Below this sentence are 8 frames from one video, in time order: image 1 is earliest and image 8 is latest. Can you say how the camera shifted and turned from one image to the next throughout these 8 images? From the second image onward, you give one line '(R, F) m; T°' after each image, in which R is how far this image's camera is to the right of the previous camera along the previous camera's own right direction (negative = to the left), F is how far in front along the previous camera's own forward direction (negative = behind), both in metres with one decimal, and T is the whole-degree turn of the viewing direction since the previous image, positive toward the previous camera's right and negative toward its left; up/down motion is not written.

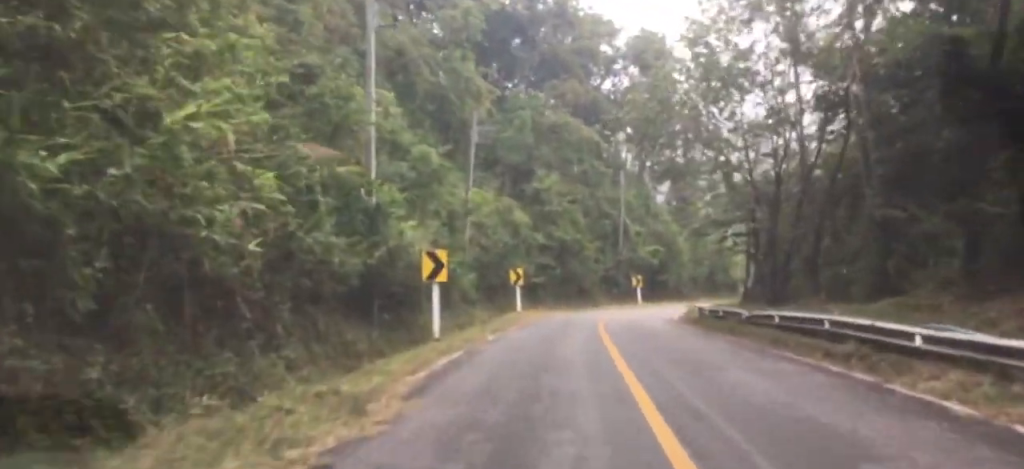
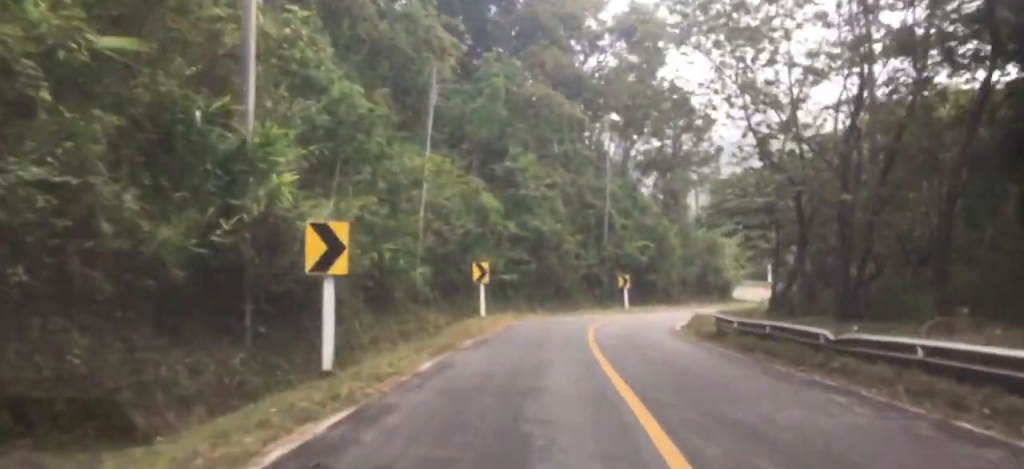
(+0.1, +8.0) m; +2°
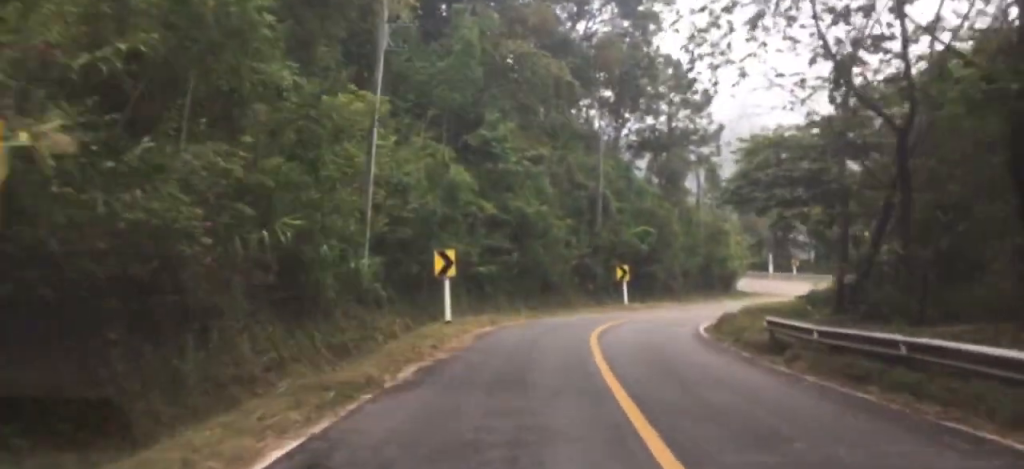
(+0.2, +7.1) m; +1°
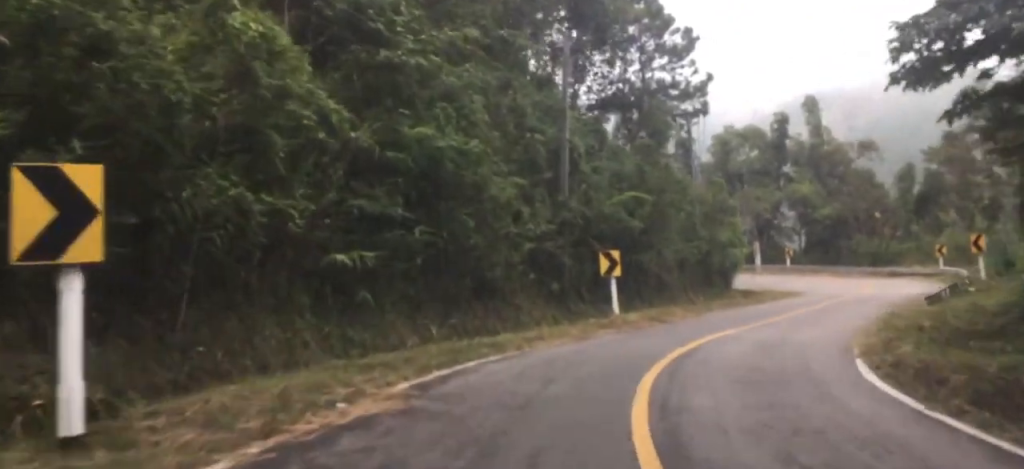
(-0.1, +17.3) m; -3°
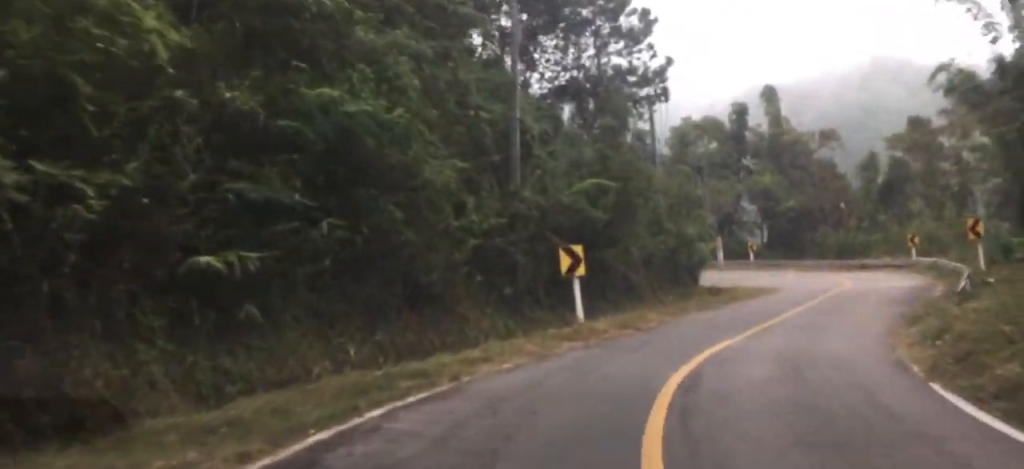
(-0.2, +4.3) m; 0°
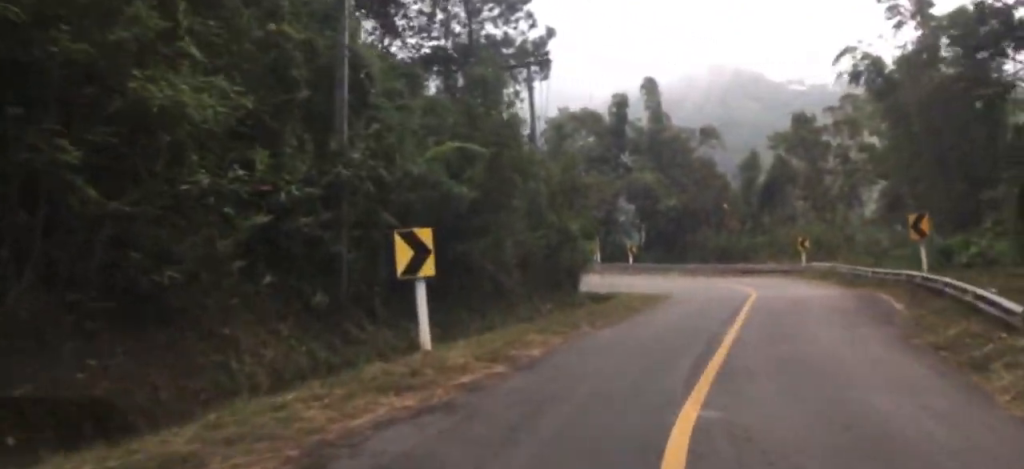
(+0.1, +7.6) m; +8°
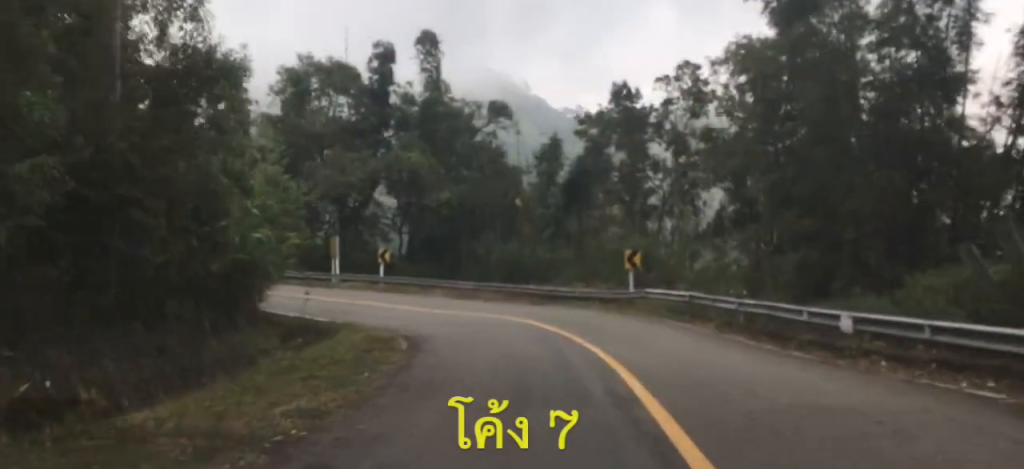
(+4.2, +19.3) m; +17°
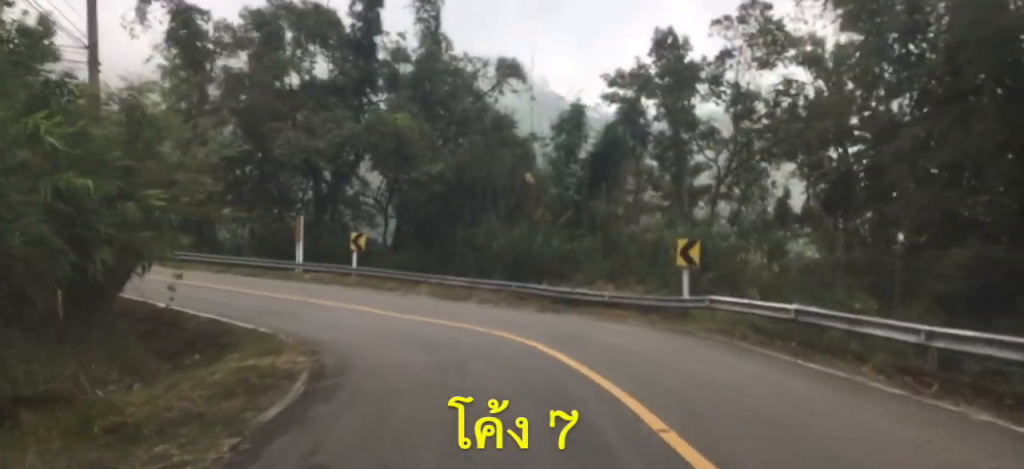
(0.0, +10.2) m; +3°
